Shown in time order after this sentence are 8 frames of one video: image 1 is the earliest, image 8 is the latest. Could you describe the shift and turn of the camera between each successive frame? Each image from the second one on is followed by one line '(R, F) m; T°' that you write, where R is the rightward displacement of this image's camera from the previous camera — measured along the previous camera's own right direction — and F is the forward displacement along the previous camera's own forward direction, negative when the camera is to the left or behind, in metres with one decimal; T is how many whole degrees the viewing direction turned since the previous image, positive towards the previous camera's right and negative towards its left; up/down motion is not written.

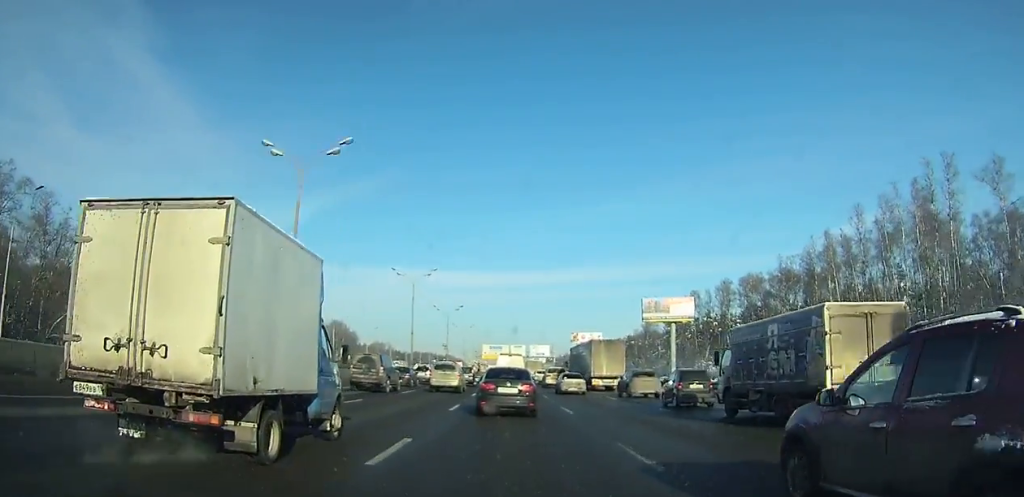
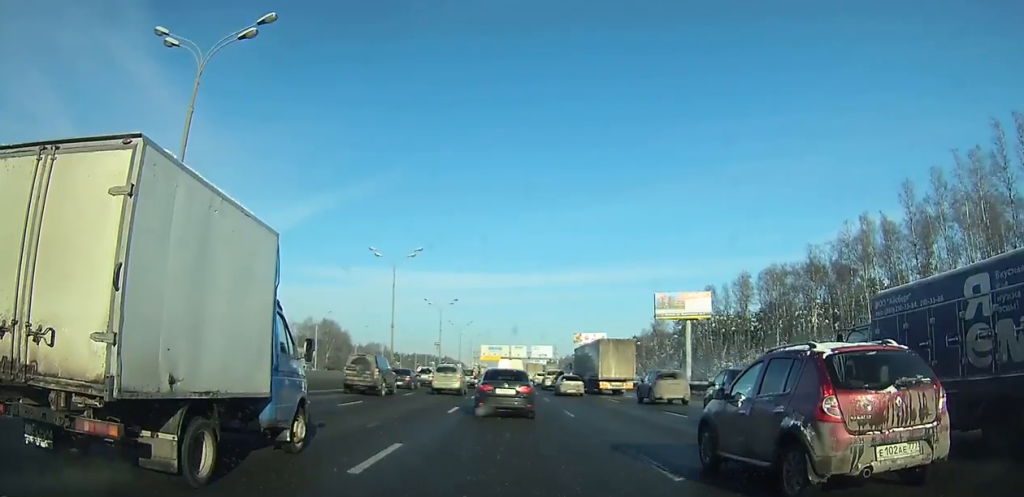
(0.0, +13.0) m; 0°
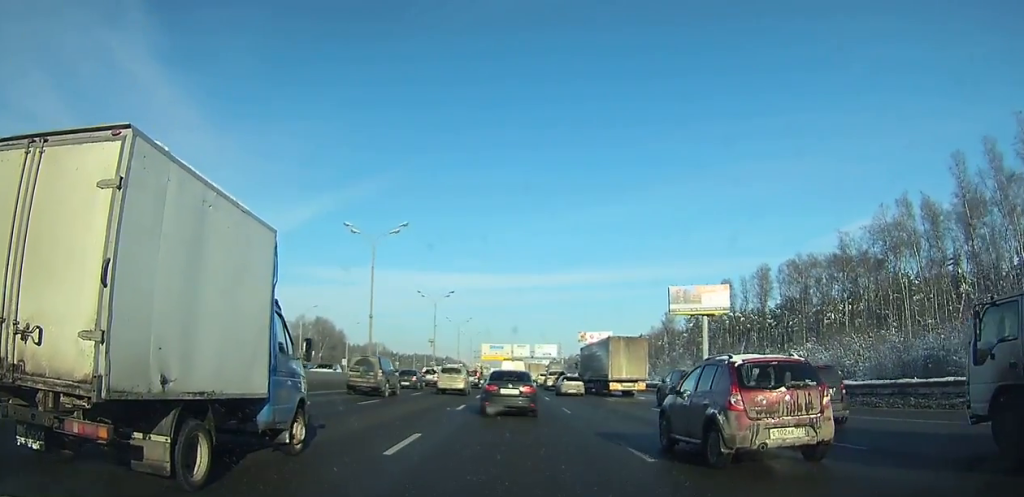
(0.0, +10.6) m; 0°
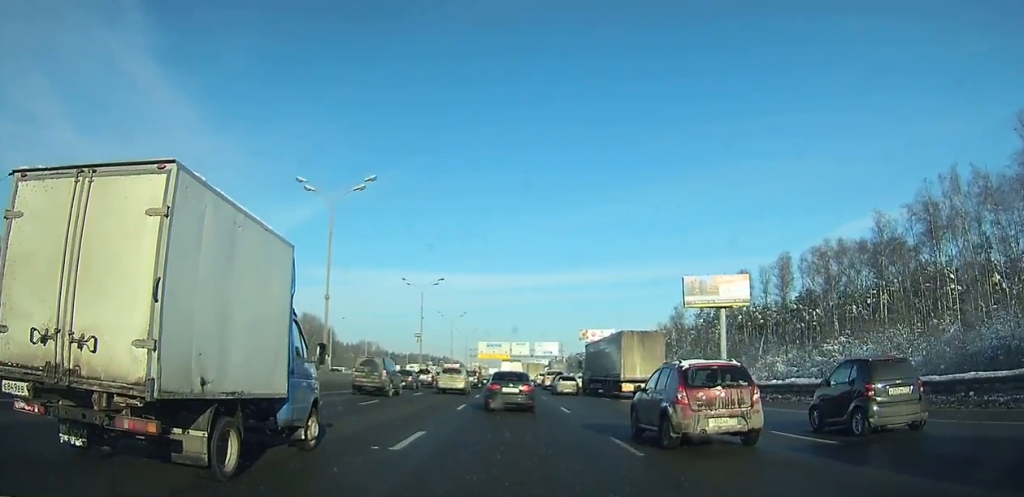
(0.0, +11.7) m; 0°
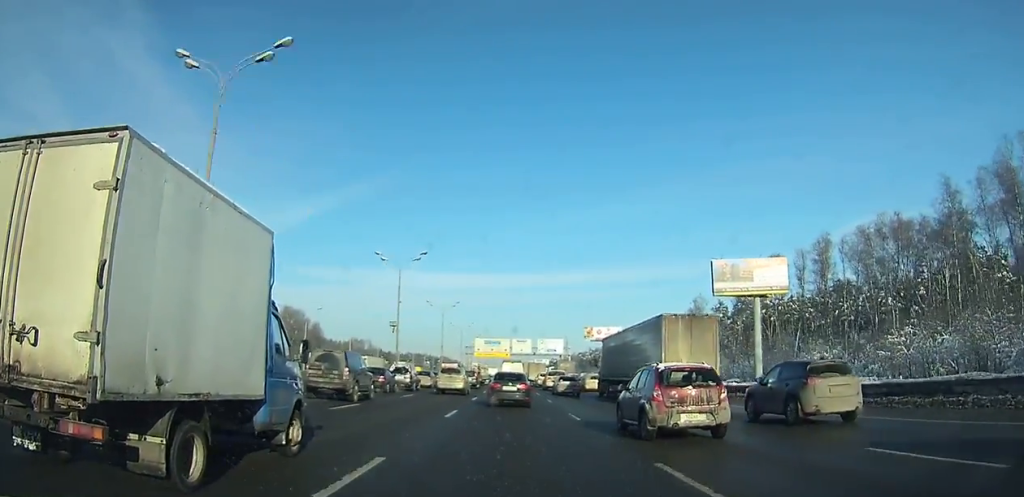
(0.0, +15.0) m; 0°
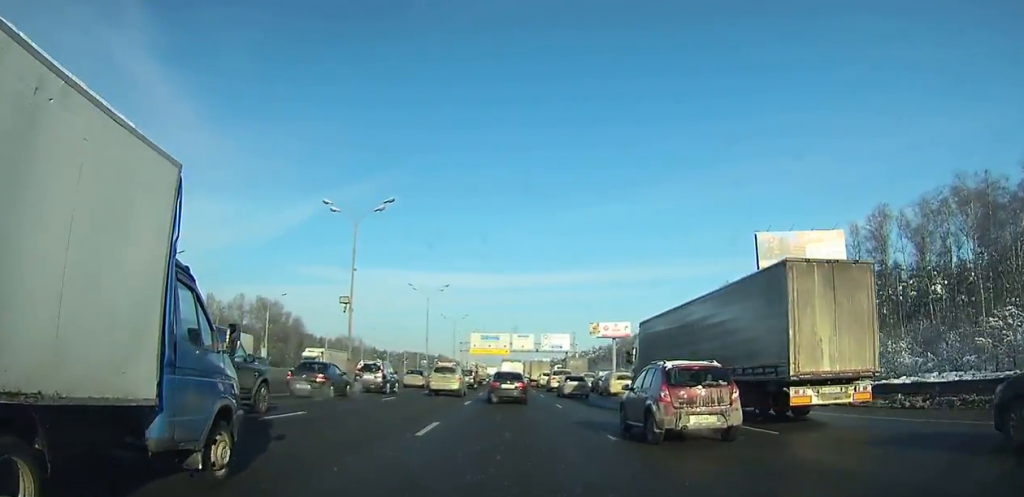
(+0.1, +14.7) m; 0°
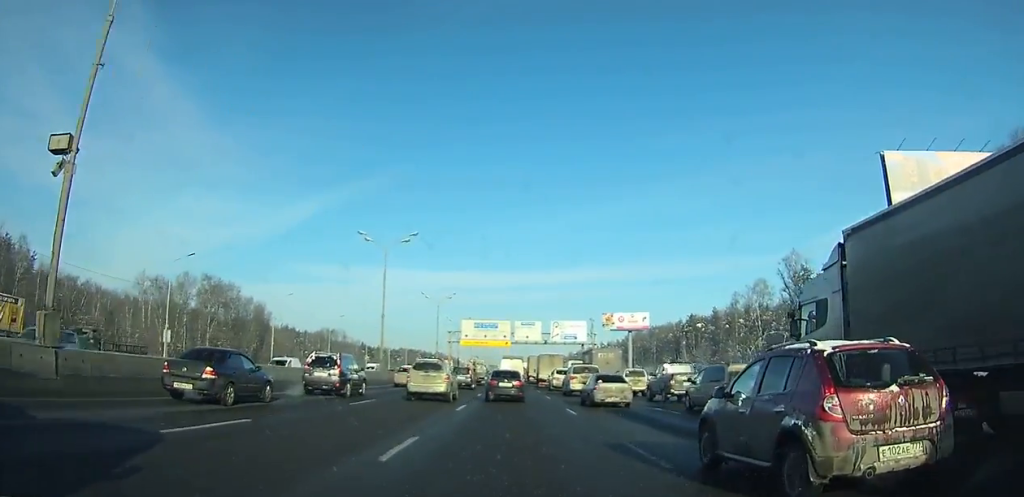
(0.0, +22.7) m; 0°
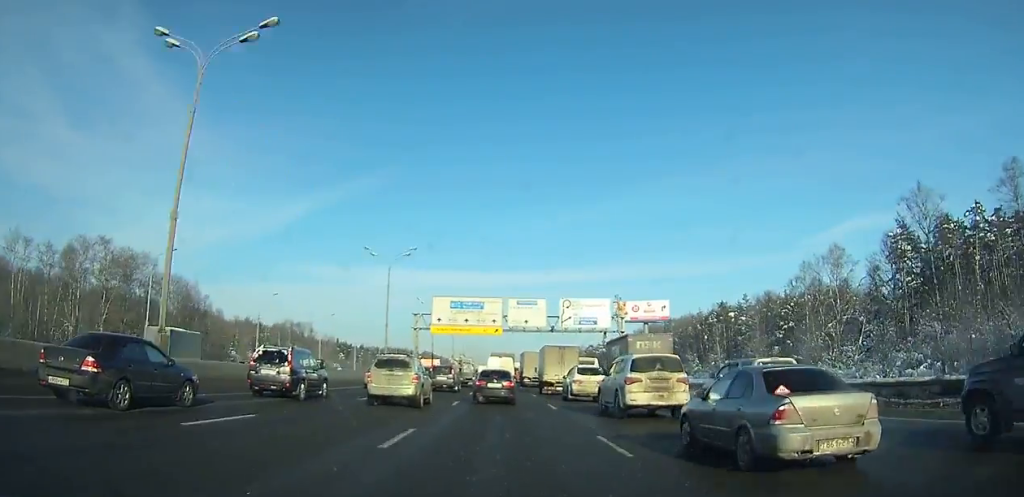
(0.0, +26.5) m; 0°
